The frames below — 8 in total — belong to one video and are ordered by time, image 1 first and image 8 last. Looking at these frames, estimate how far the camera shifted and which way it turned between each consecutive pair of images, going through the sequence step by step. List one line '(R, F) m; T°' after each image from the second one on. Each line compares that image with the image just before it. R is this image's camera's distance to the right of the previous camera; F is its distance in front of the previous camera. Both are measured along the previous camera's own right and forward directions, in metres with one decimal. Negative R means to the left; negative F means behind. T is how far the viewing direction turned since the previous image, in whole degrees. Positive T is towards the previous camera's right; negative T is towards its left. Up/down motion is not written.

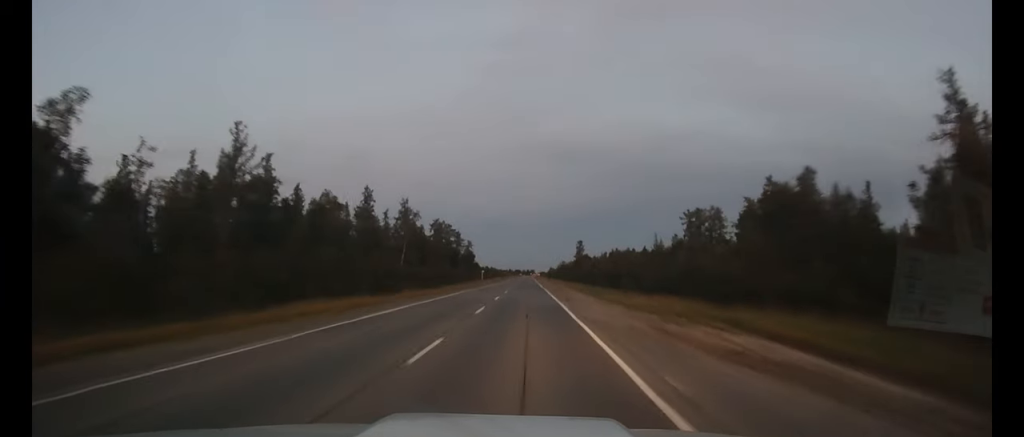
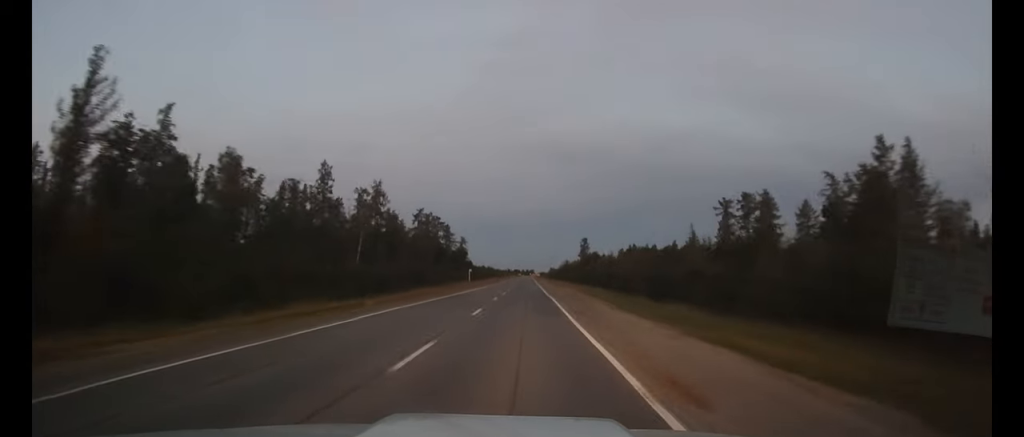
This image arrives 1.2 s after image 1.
(+0.1, +24.4) m; 0°
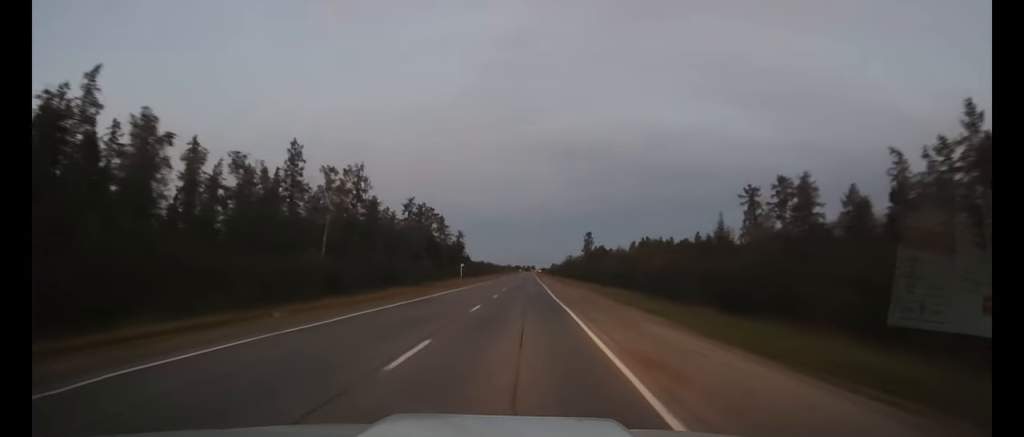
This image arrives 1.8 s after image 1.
(0.0, +12.6) m; 0°
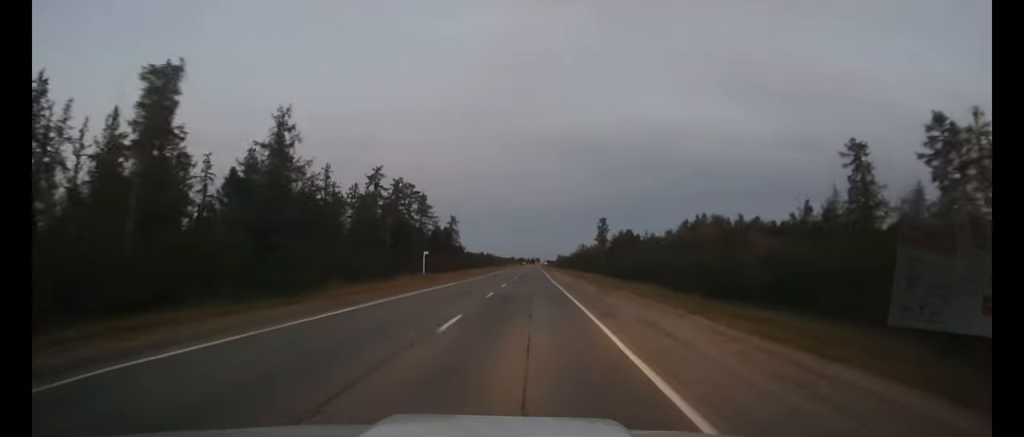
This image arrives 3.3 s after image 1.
(-0.1, +32.7) m; 0°
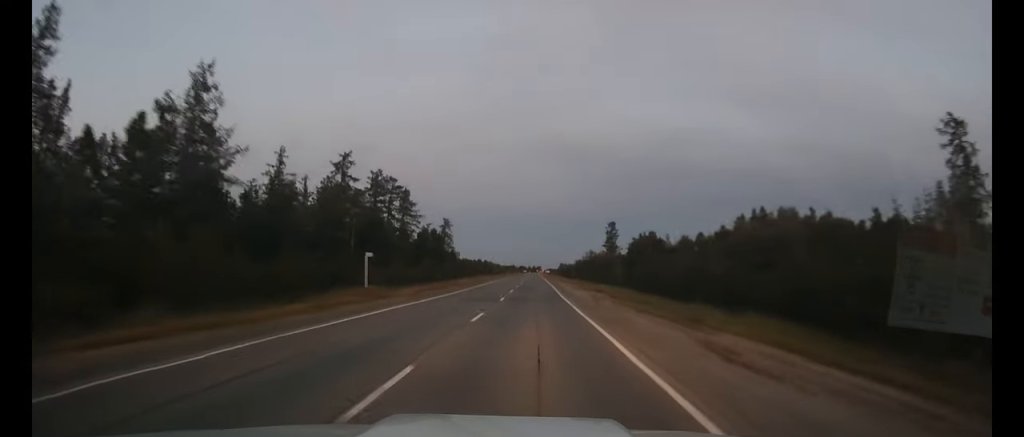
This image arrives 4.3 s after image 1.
(0.0, +19.1) m; 0°
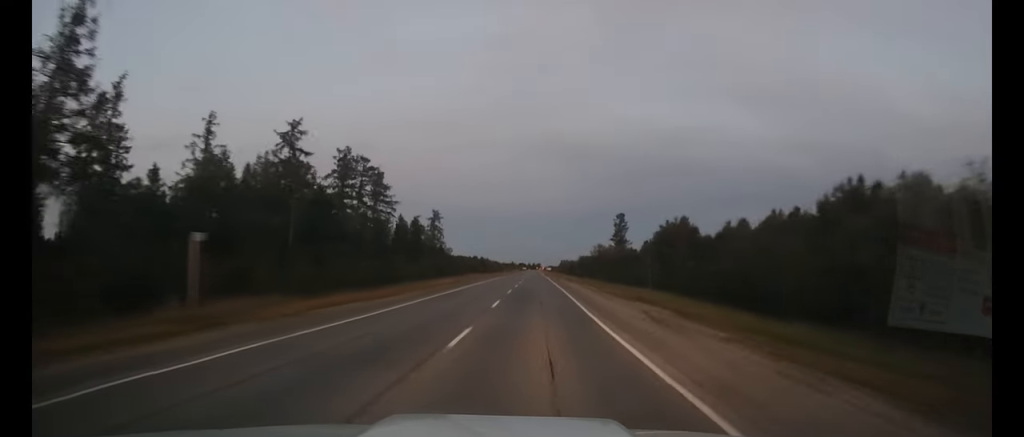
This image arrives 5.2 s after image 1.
(0.0, +18.7) m; 0°
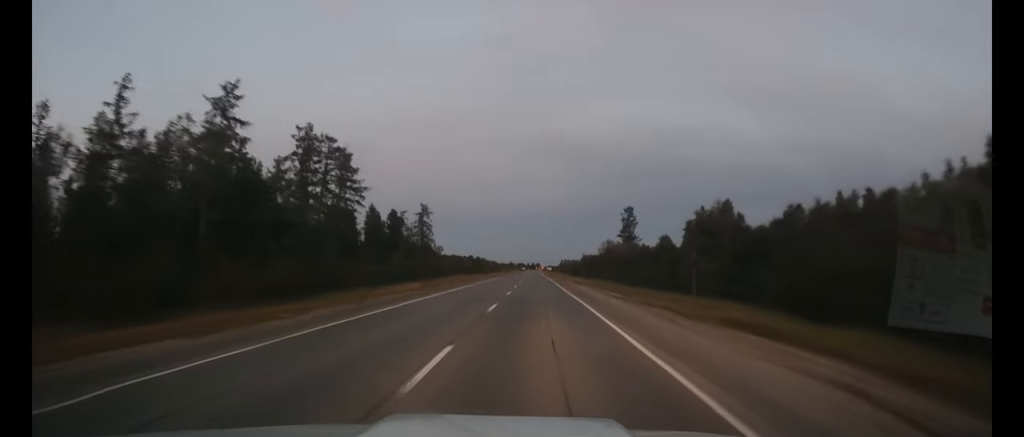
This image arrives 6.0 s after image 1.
(0.0, +15.7) m; 0°
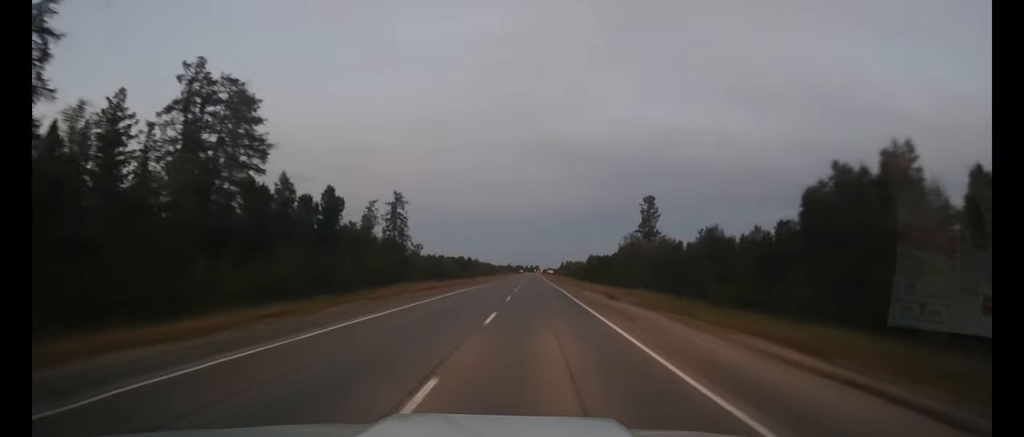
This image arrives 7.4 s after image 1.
(0.0, +27.4) m; 0°
